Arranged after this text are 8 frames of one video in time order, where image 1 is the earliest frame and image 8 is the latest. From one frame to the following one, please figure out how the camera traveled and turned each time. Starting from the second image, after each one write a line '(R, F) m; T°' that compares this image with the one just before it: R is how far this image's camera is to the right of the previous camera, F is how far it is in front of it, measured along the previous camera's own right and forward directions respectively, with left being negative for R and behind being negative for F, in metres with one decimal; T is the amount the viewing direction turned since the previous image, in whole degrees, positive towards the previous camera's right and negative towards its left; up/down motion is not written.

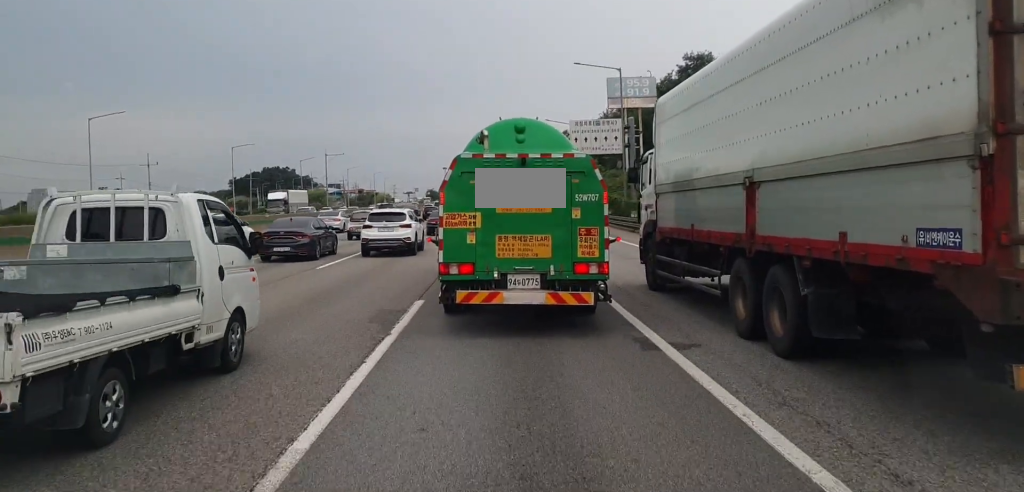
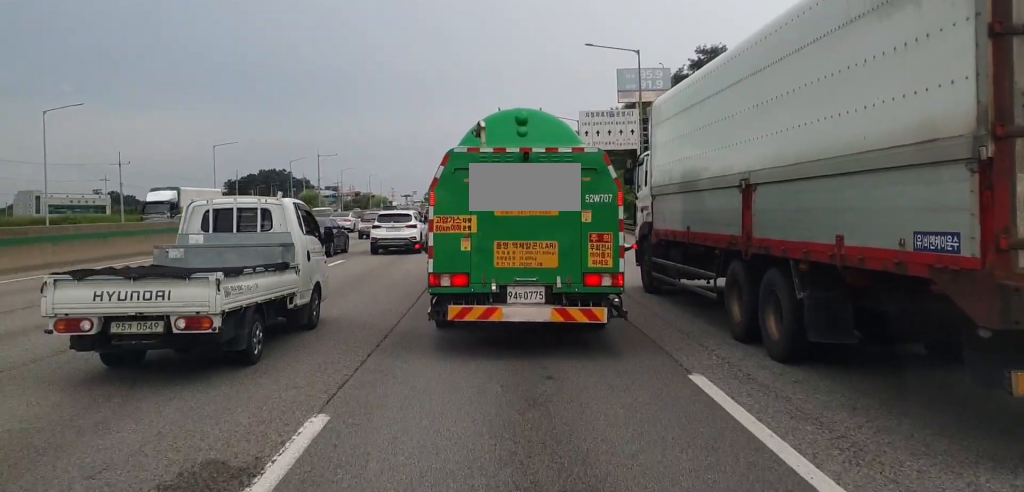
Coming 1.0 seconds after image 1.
(0.0, +8.8) m; +1°
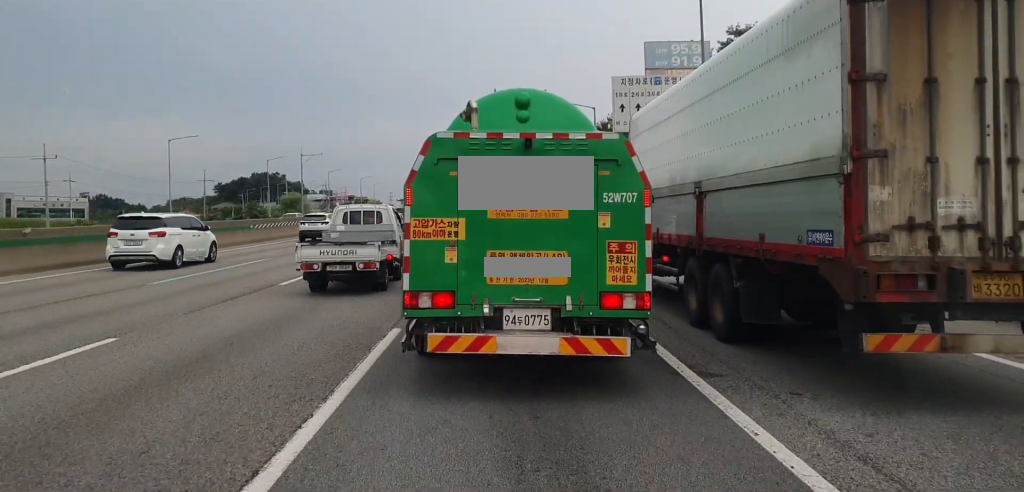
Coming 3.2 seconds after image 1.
(+0.2, +19.3) m; 0°
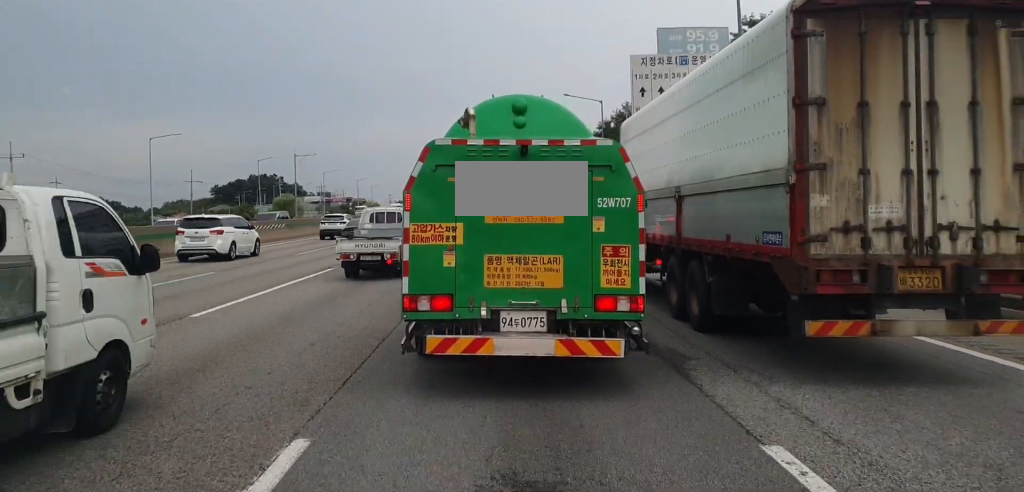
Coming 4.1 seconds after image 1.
(-0.1, +6.7) m; 0°
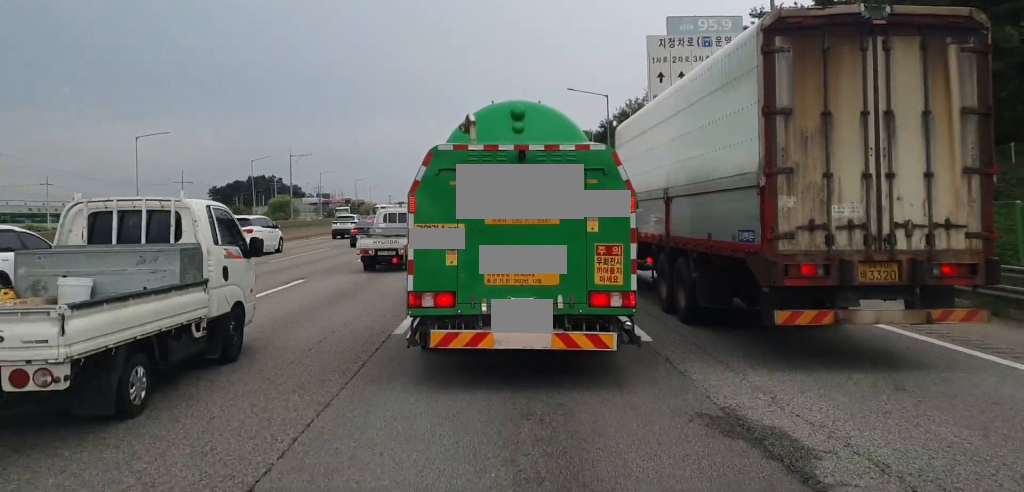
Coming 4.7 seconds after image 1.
(+0.1, +4.5) m; +1°
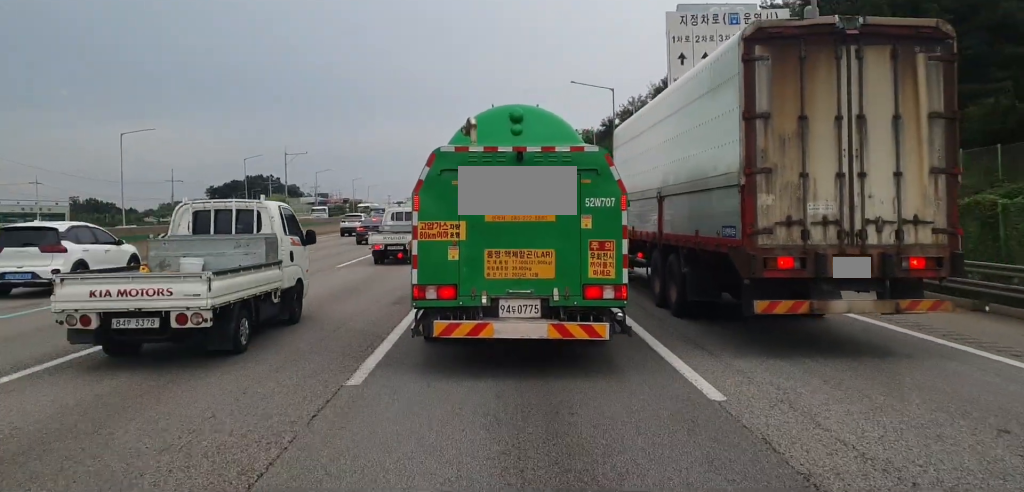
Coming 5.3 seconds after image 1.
(0.0, +3.9) m; 0°
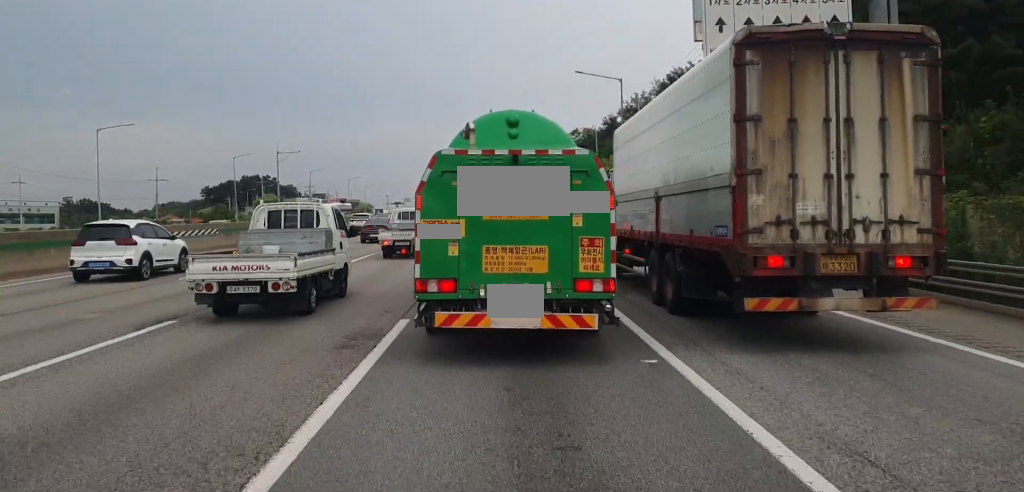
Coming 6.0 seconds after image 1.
(0.0, +5.1) m; -1°
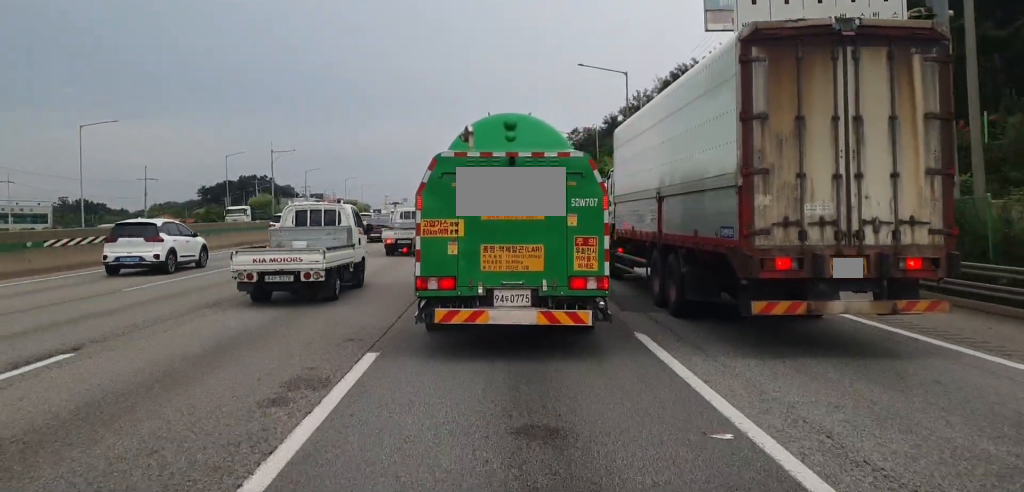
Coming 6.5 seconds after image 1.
(-0.1, +3.0) m; -1°
